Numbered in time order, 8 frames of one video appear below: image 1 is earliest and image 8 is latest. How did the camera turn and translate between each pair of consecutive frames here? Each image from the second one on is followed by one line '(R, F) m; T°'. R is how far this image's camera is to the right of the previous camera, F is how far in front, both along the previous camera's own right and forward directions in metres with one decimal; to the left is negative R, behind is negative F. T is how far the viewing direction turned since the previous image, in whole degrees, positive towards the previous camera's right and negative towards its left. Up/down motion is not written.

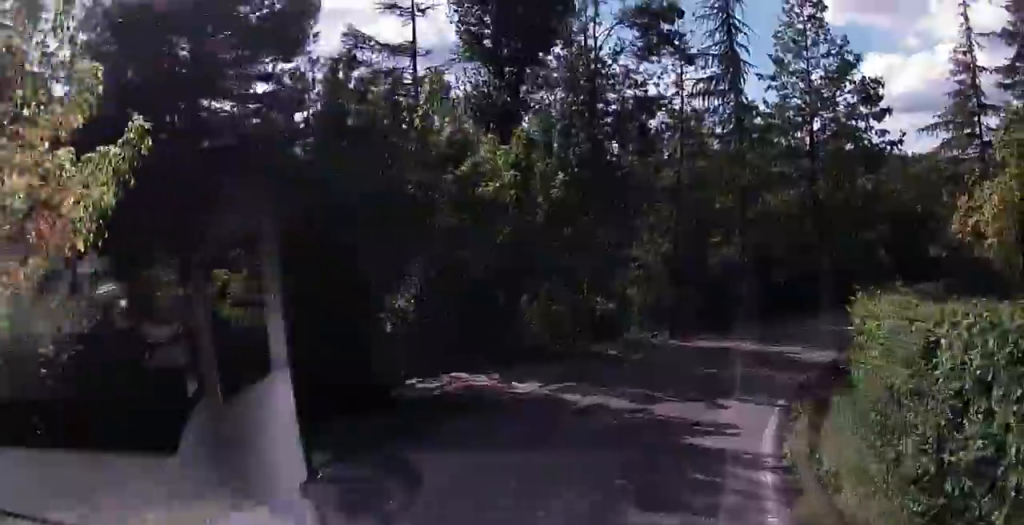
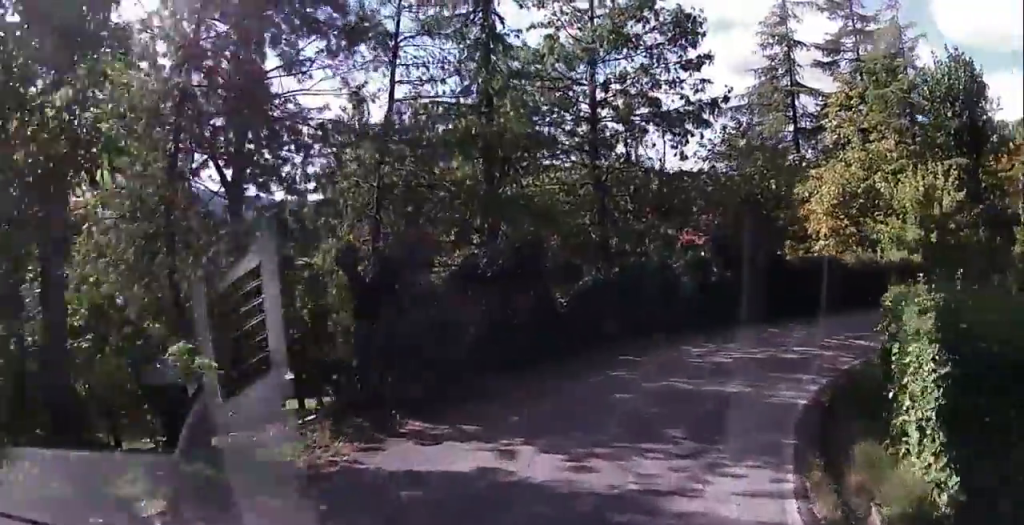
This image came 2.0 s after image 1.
(+2.1, +12.1) m; +39°
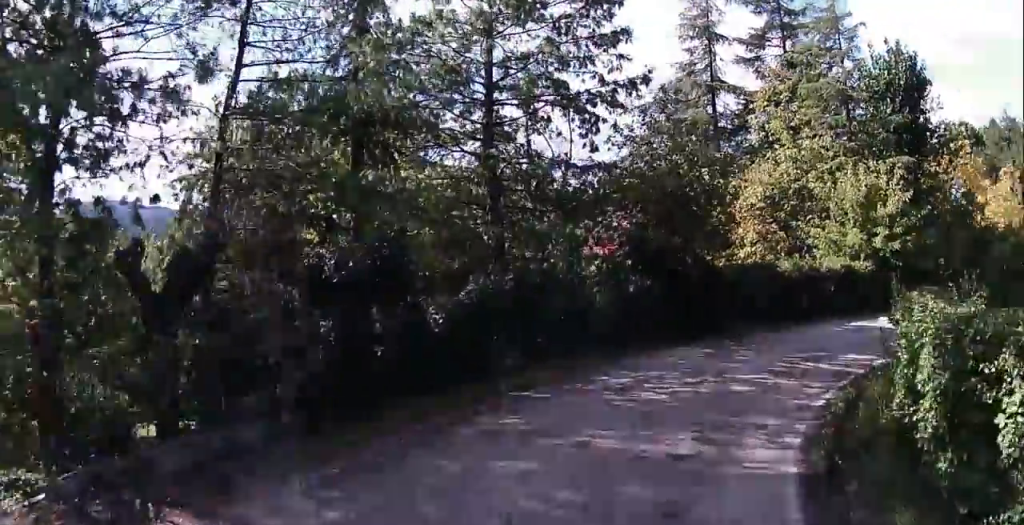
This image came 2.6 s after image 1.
(+1.1, +3.7) m; +14°
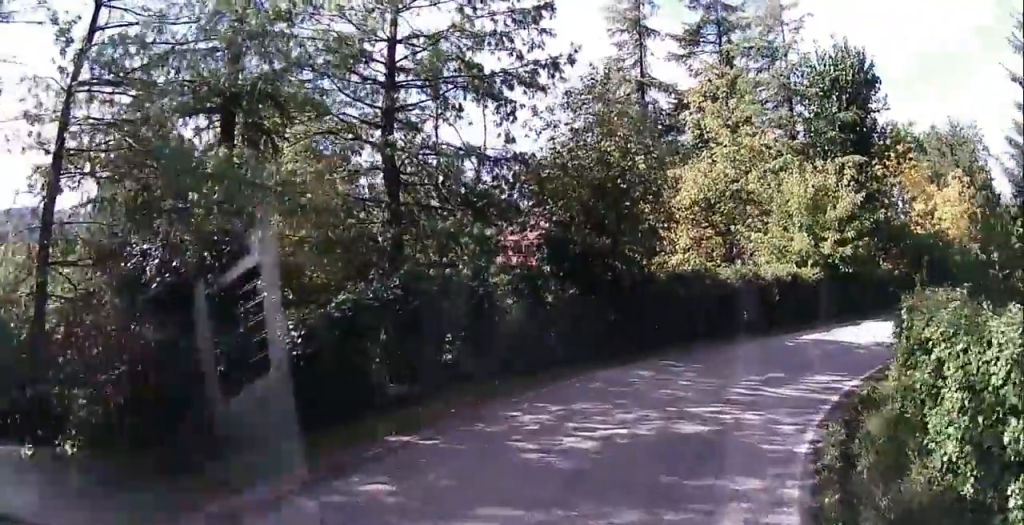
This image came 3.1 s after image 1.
(+0.5, +2.9) m; +10°
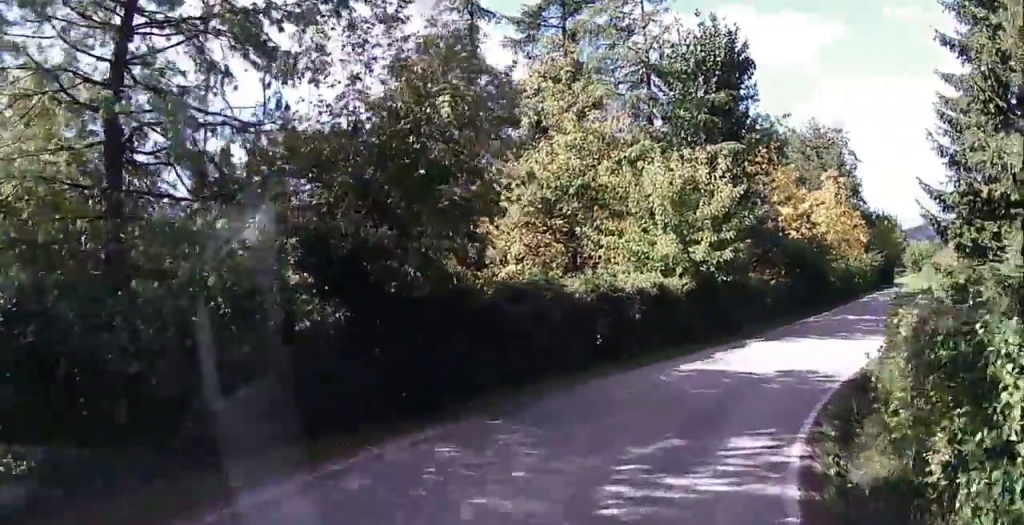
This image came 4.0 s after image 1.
(+0.1, +5.7) m; +1°
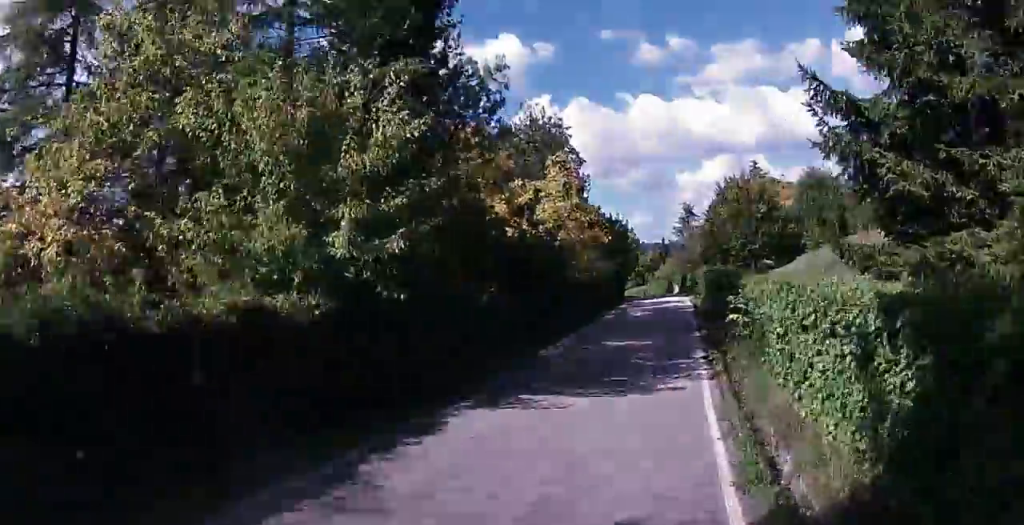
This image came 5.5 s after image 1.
(0.0, +10.8) m; +1°
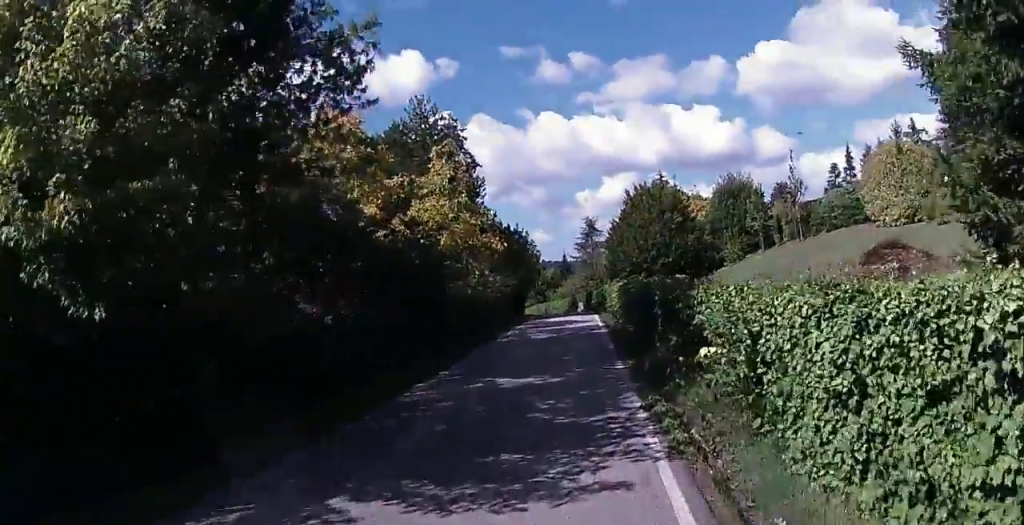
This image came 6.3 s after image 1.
(0.0, +5.6) m; +3°
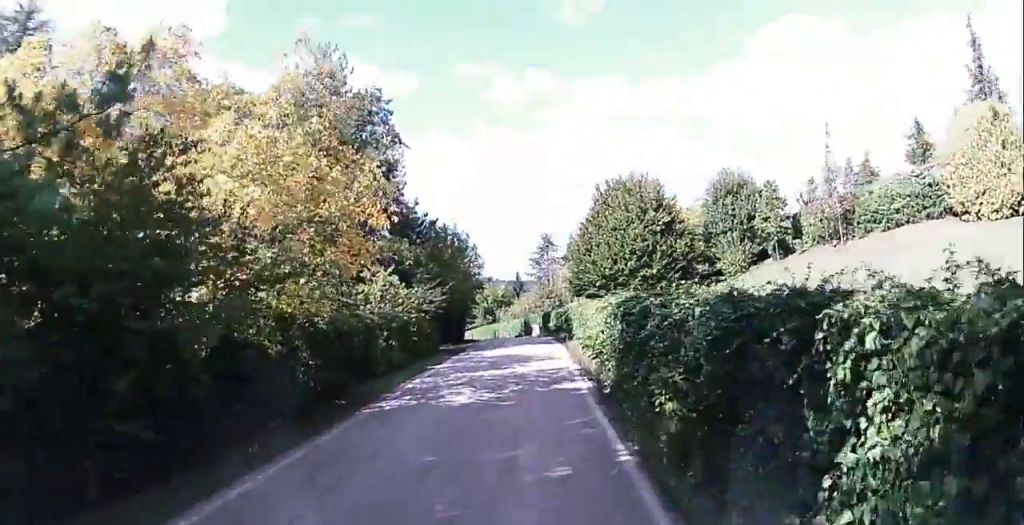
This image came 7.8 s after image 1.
(+1.8, +11.3) m; +17°
